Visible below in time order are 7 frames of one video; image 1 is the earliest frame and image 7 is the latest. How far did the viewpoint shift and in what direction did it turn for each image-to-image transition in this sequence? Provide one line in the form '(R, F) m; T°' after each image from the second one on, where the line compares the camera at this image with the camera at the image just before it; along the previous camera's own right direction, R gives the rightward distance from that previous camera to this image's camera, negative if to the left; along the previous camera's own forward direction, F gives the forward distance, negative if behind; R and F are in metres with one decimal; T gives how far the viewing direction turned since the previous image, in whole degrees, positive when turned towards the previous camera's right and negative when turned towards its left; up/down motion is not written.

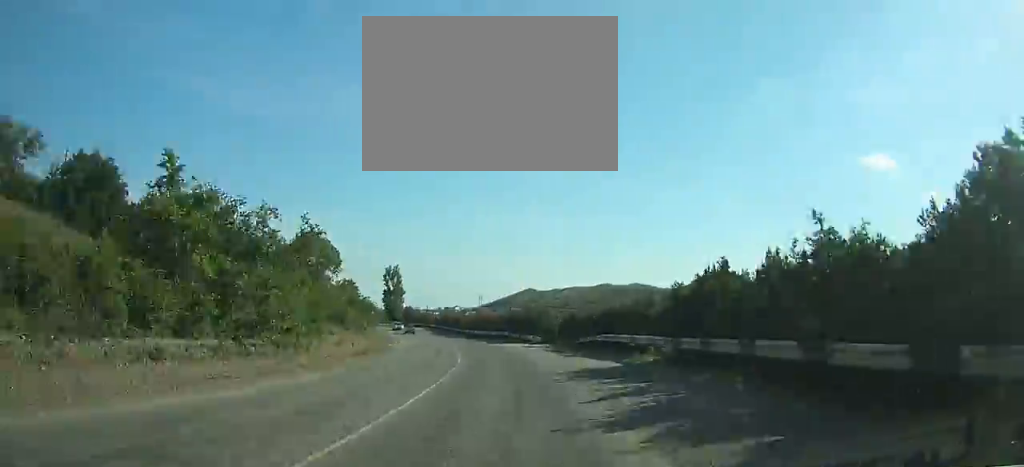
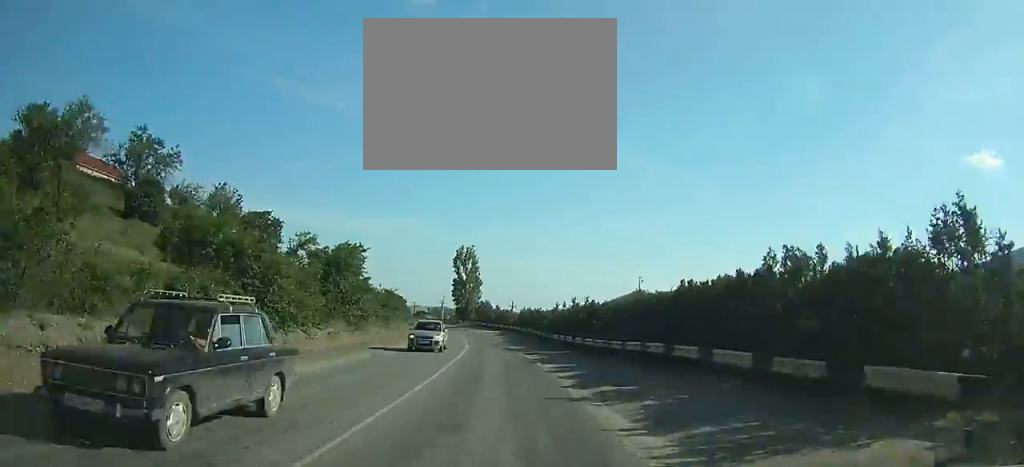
(-2.8, +40.7) m; -6°
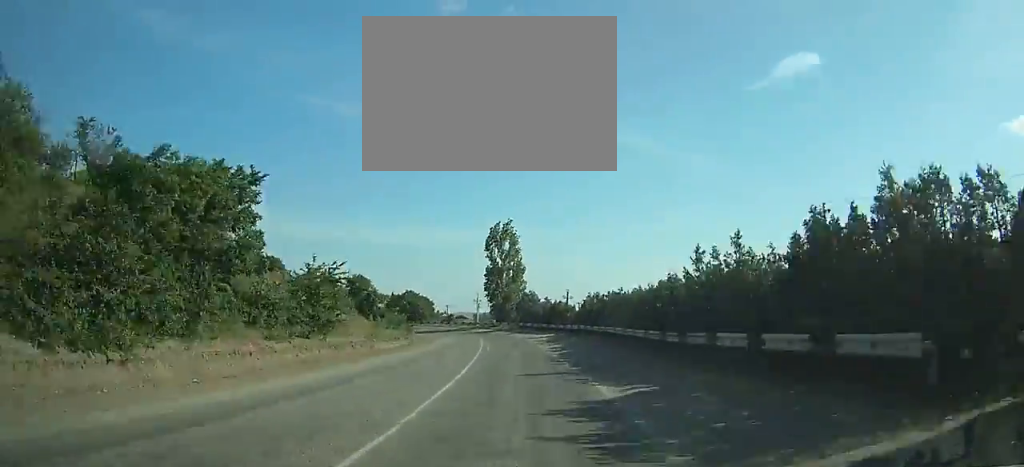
(-1.7, +28.5) m; -3°
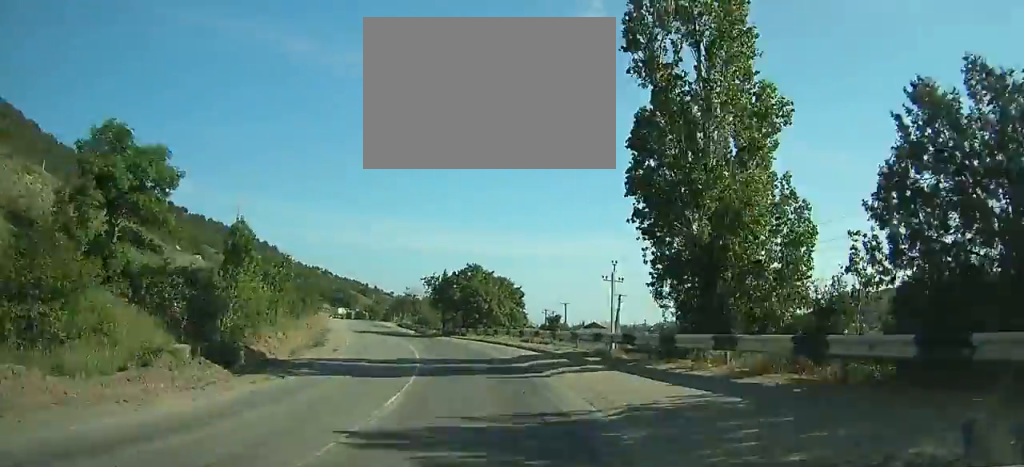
(-4.6, +64.4) m; -14°
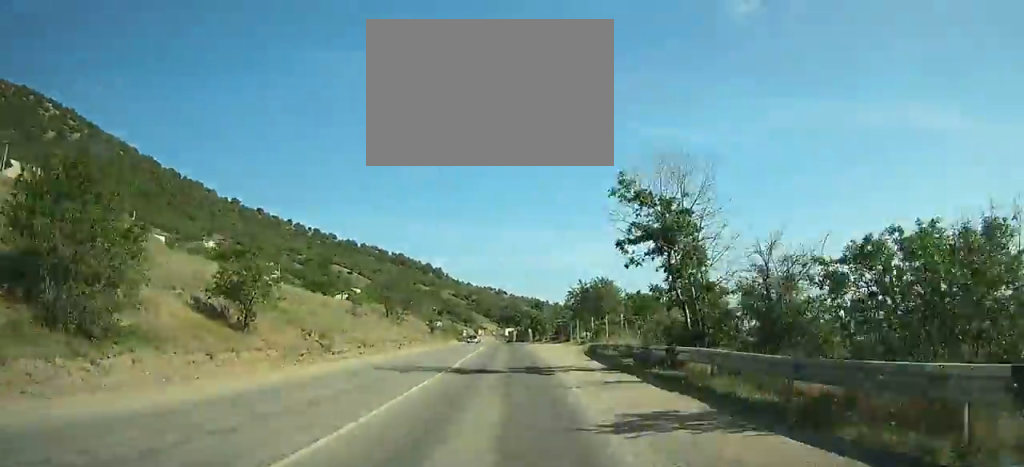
(-14.2, +67.7) m; -19°
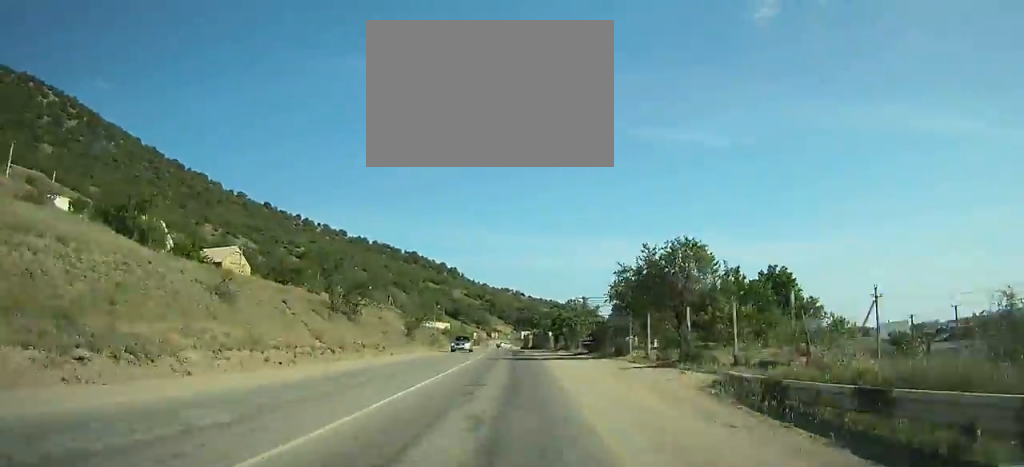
(-0.8, +21.3) m; -3°
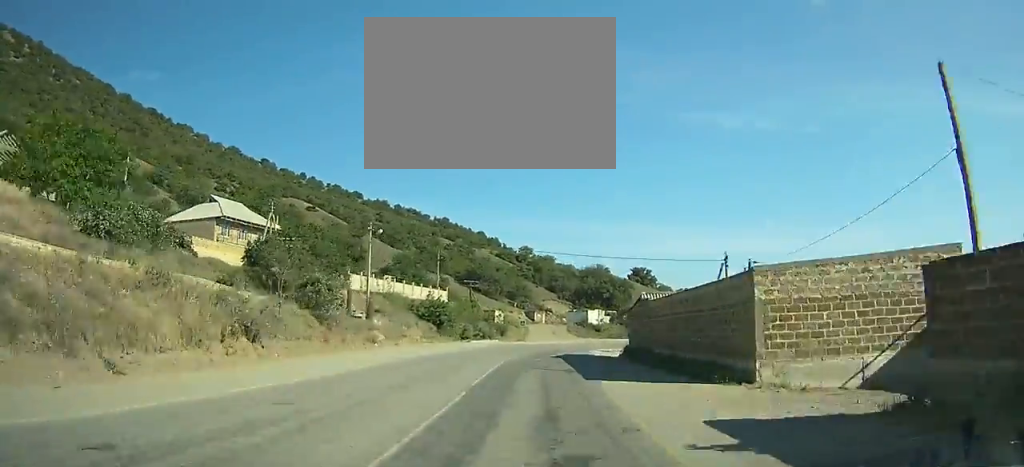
(-3.7, +91.1) m; -1°
